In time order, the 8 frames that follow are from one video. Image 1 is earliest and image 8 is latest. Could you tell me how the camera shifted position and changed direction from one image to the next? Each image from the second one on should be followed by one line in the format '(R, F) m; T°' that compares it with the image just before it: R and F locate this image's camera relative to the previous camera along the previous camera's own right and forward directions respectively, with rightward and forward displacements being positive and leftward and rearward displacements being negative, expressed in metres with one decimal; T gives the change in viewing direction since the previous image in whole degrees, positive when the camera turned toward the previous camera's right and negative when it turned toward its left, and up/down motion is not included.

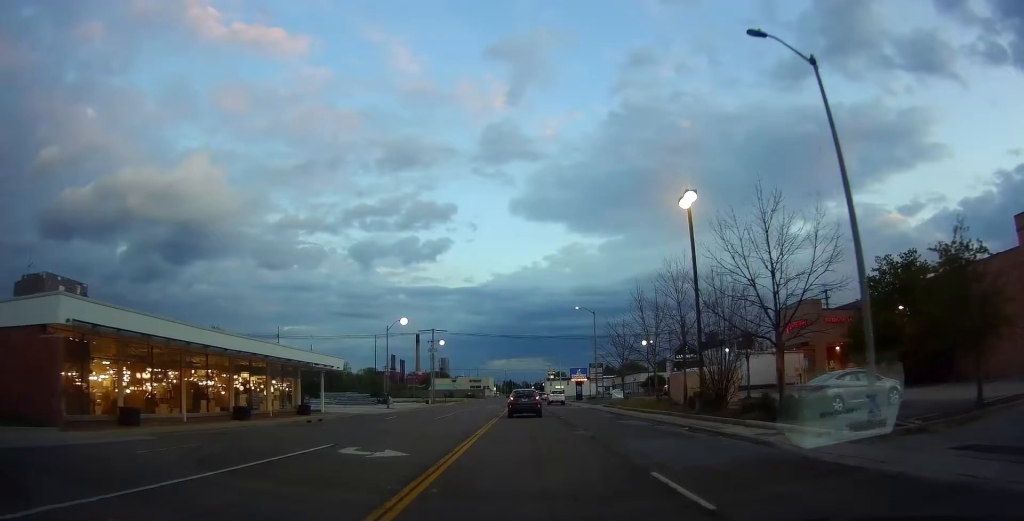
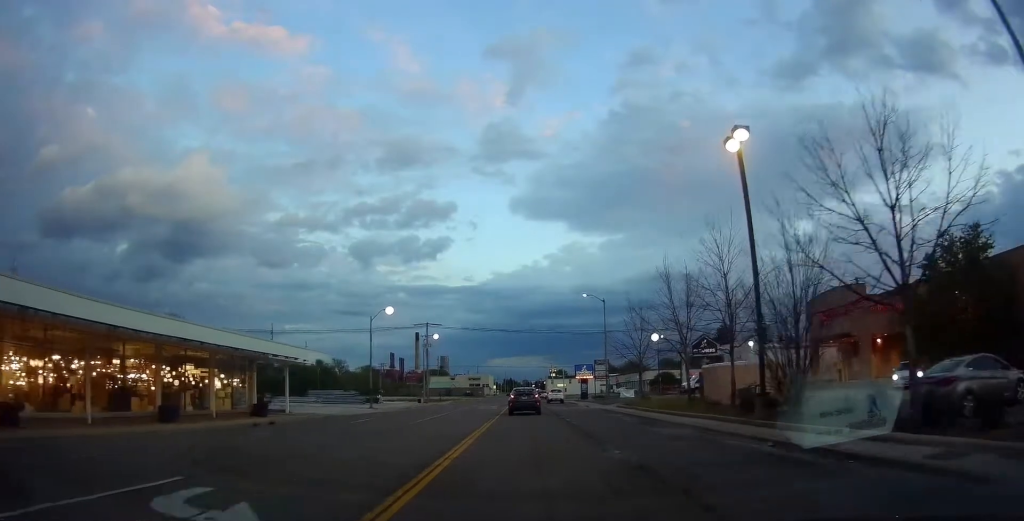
(0.0, +6.9) m; 0°
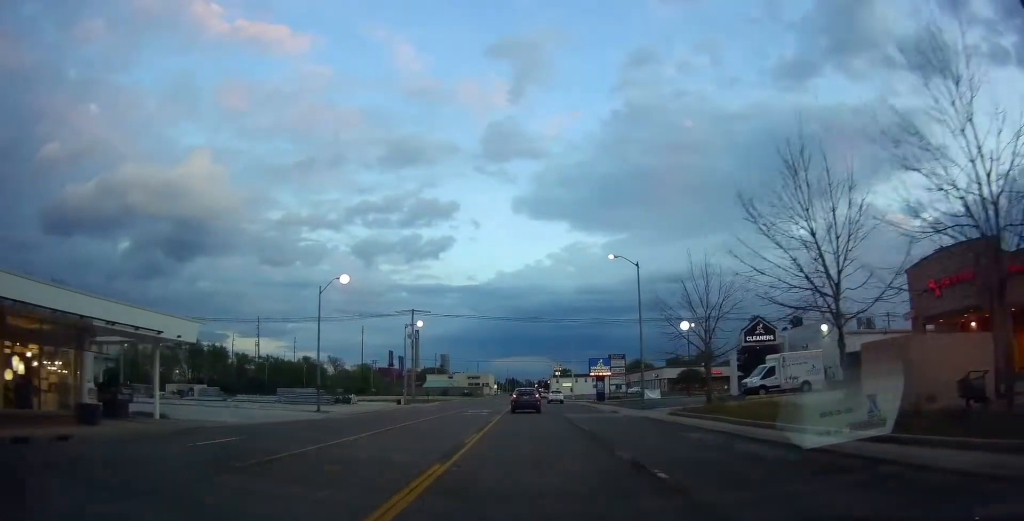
(0.0, +15.4) m; 0°
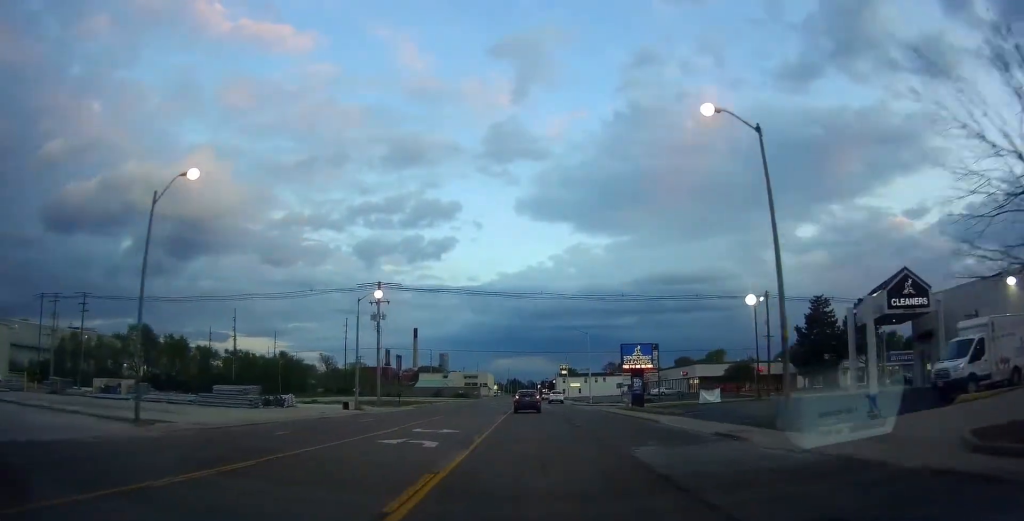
(0.0, +21.0) m; 0°
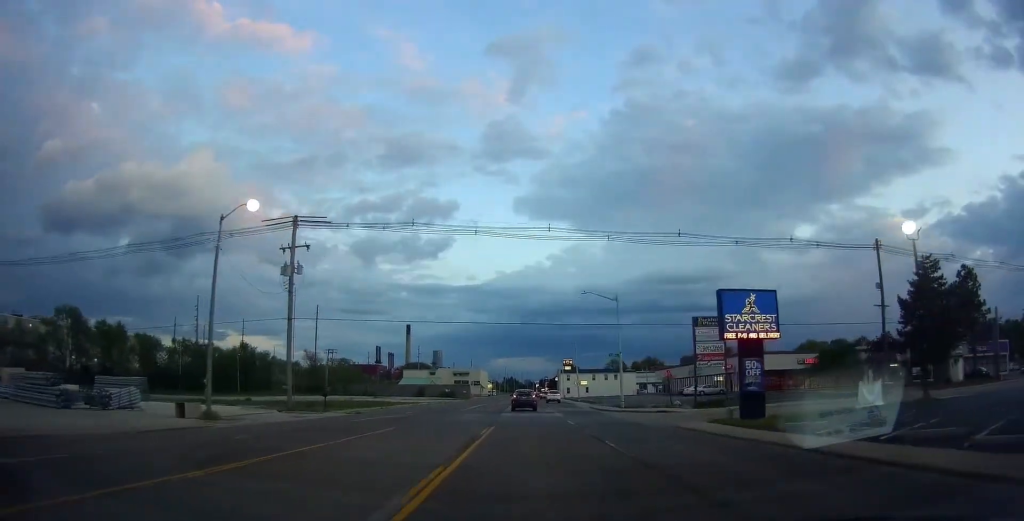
(0.0, +24.3) m; 0°
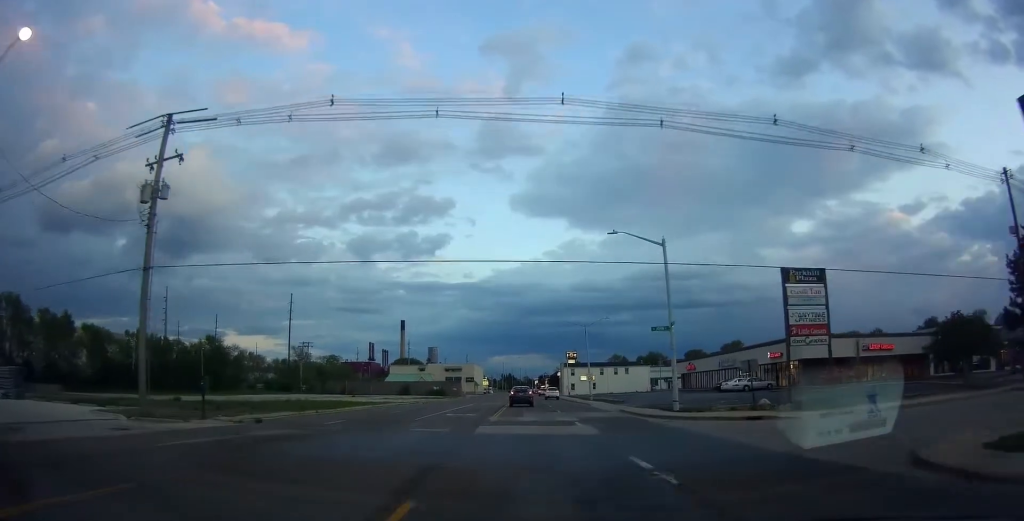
(0.0, +16.8) m; -2°
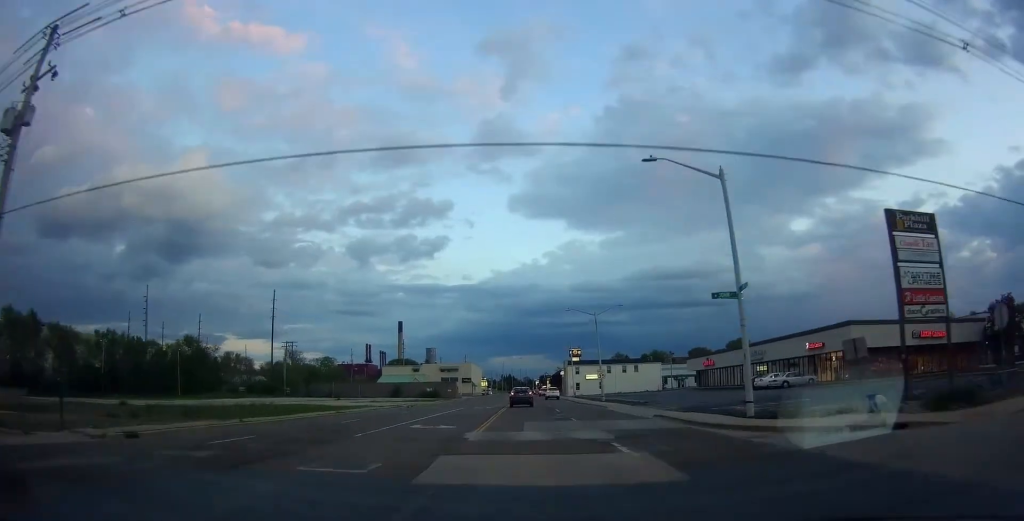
(-0.1, +9.3) m; -1°
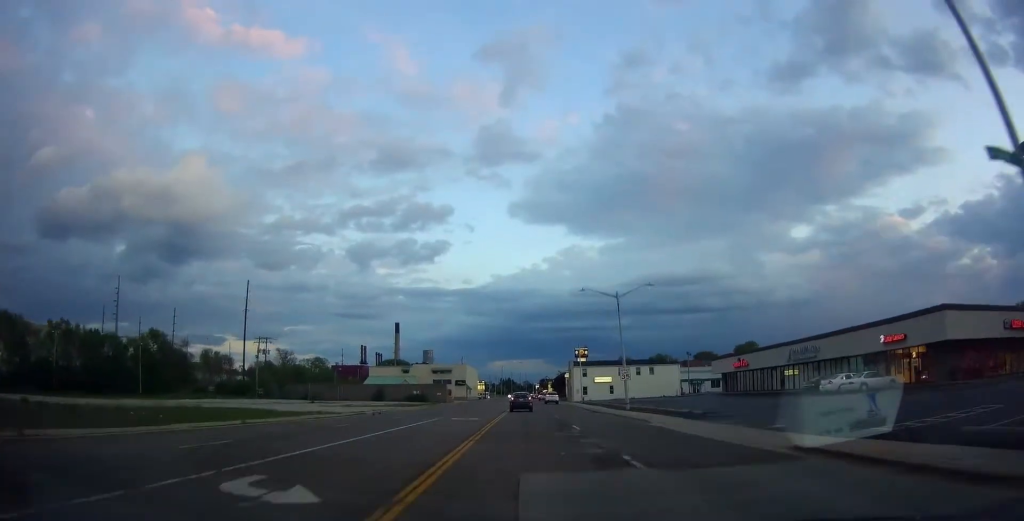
(-0.5, +14.0) m; +1°
